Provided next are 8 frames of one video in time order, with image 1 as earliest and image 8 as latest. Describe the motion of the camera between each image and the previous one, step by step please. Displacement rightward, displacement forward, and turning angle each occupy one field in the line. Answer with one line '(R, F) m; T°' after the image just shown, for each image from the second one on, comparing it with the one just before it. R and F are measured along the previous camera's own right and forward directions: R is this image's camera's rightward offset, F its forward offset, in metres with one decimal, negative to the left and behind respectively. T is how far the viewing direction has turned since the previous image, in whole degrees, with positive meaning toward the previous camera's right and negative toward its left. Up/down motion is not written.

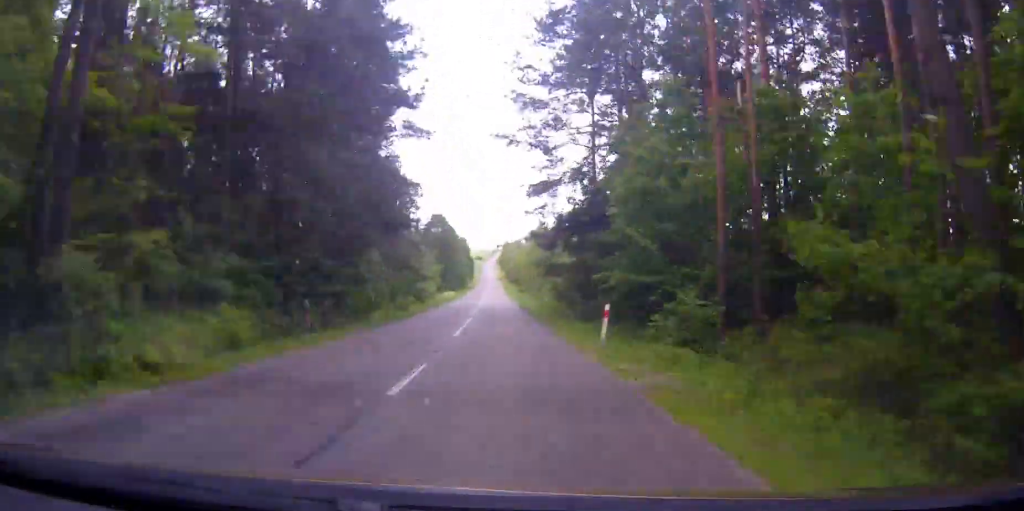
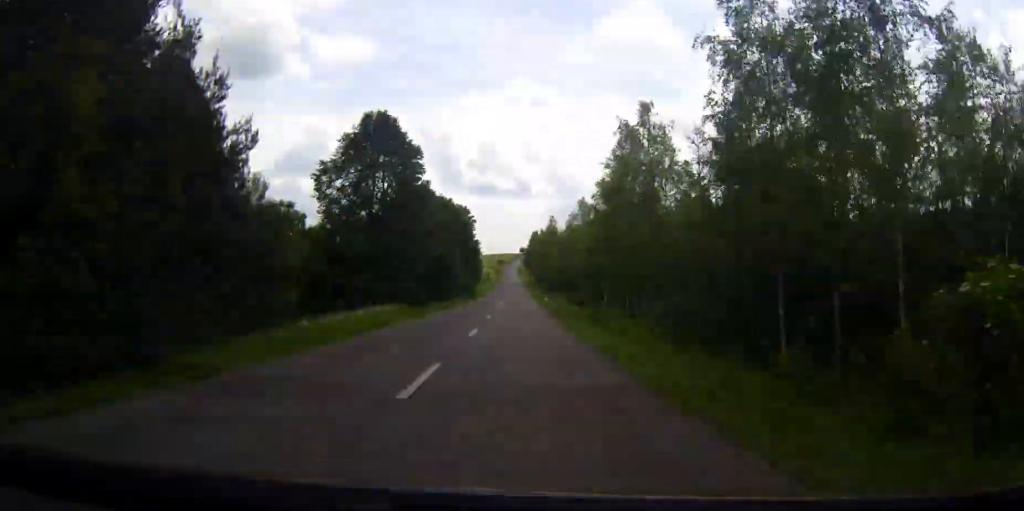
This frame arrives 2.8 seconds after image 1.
(-0.7, +72.5) m; -1°
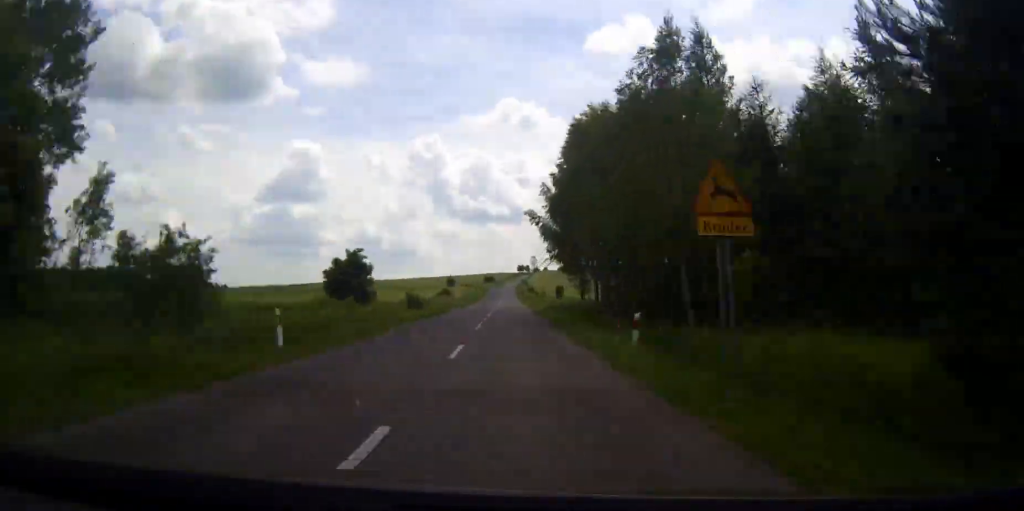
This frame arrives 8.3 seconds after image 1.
(0.0, +143.2) m; 0°
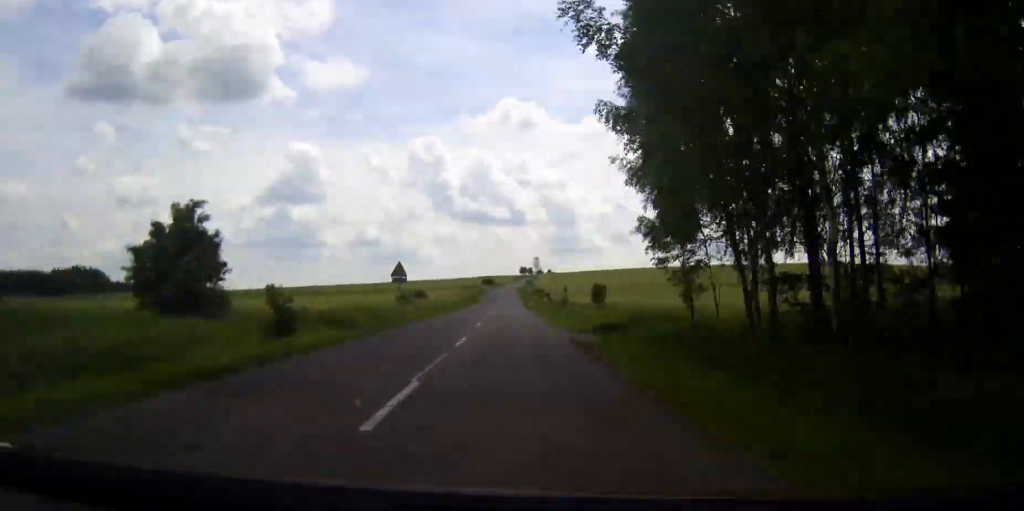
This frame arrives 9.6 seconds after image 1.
(0.0, +33.8) m; 0°
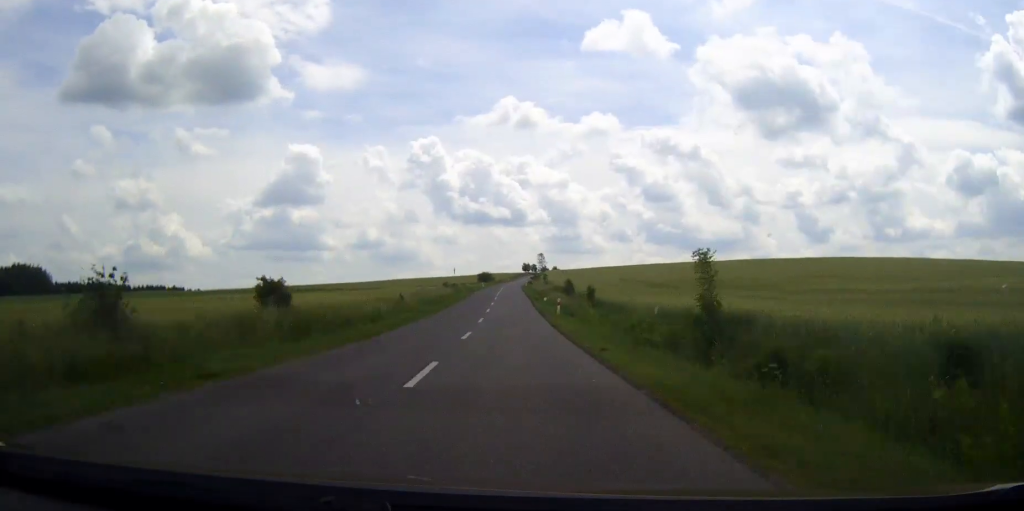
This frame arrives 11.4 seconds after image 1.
(+0.1, +46.4) m; 0°
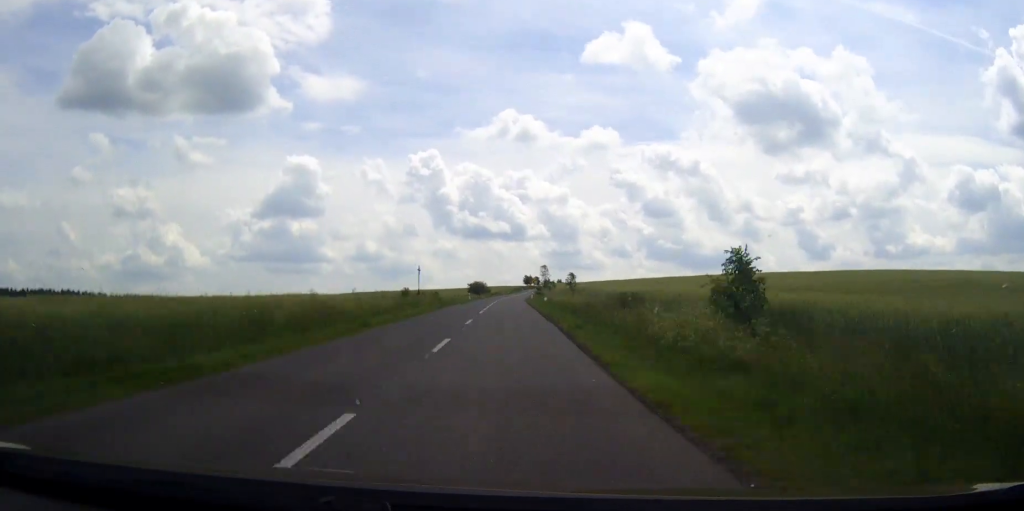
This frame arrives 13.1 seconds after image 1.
(0.0, +43.5) m; 0°
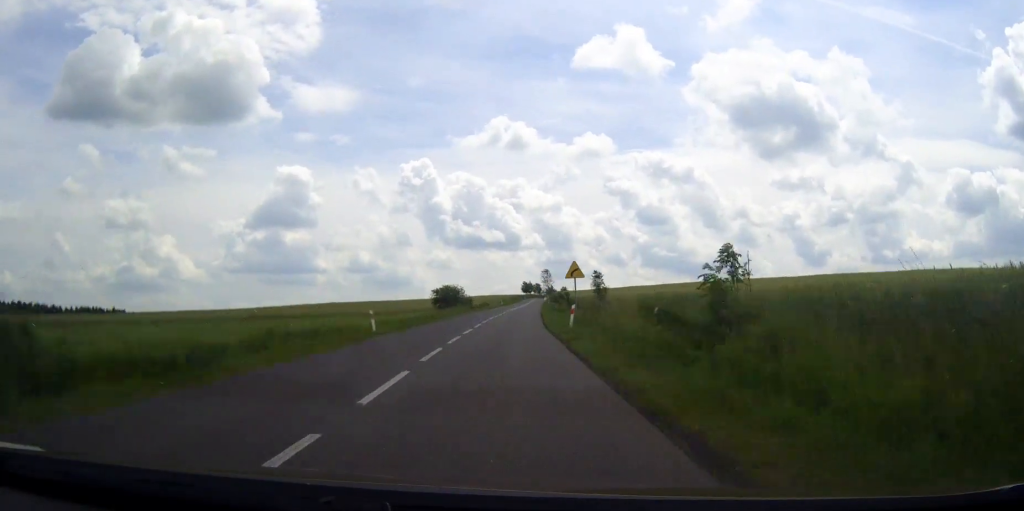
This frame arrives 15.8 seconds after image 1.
(0.0, +68.1) m; +1°
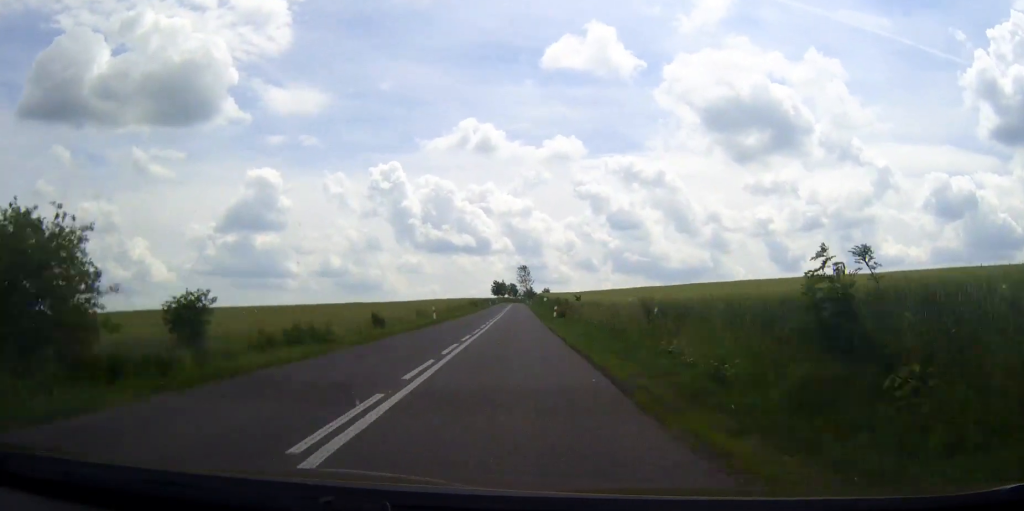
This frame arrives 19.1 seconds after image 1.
(+1.0, +81.1) m; +1°
